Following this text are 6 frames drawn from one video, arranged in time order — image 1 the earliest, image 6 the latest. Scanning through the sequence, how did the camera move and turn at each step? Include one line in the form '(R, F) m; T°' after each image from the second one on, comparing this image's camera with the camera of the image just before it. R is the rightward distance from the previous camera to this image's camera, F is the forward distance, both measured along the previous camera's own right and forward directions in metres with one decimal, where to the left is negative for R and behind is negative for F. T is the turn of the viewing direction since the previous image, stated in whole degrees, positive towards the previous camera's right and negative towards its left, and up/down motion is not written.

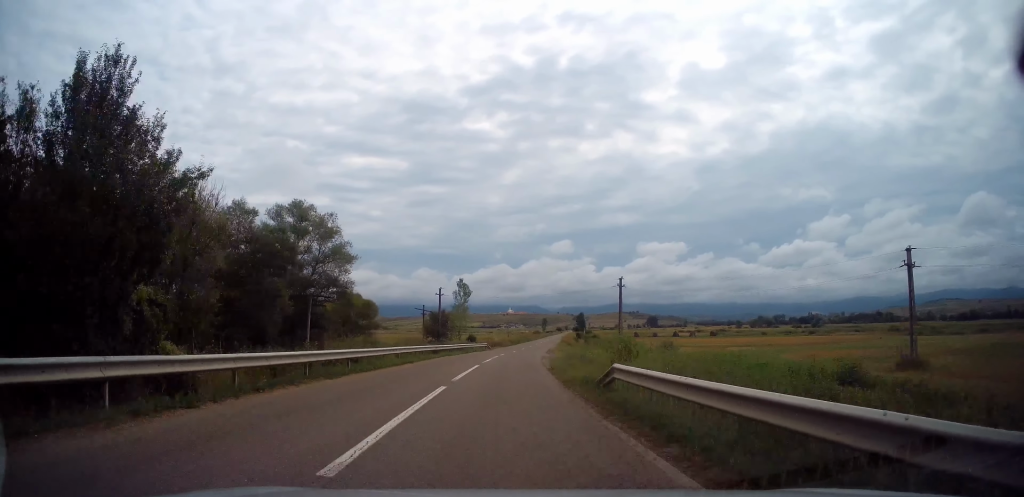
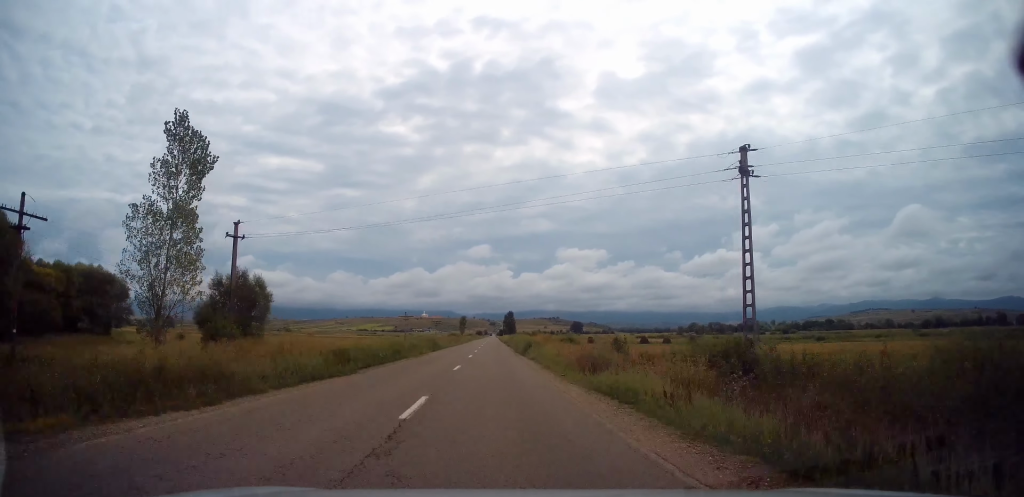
(+6.3, +68.2) m; +9°
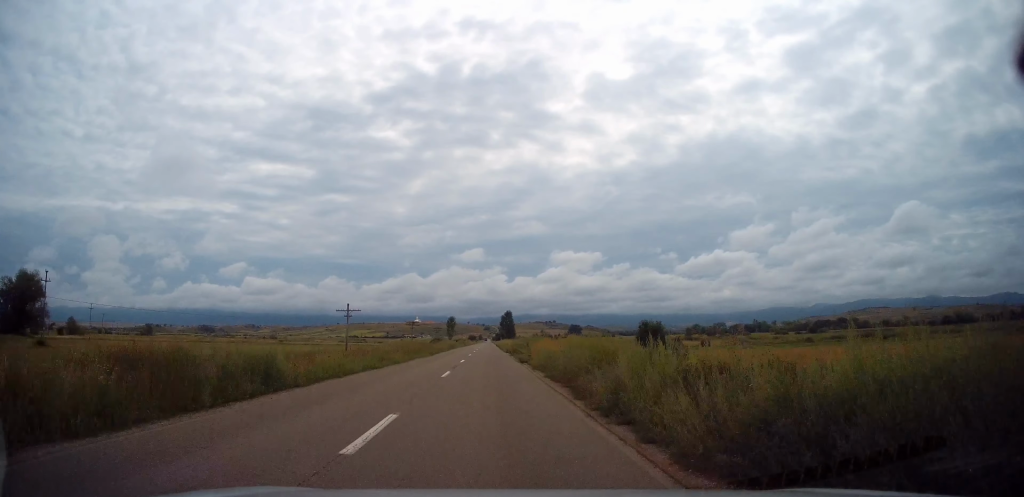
(+0.4, +37.5) m; +1°
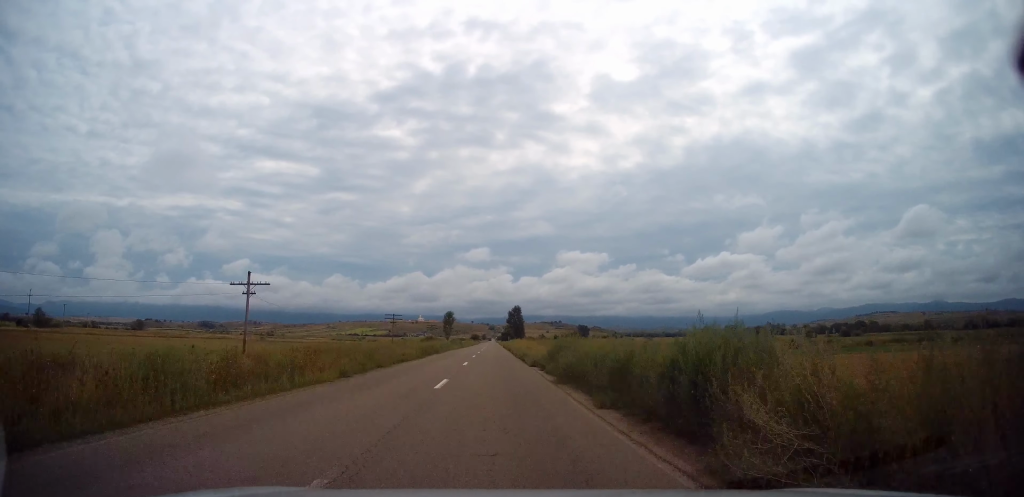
(0.0, +27.8) m; 0°
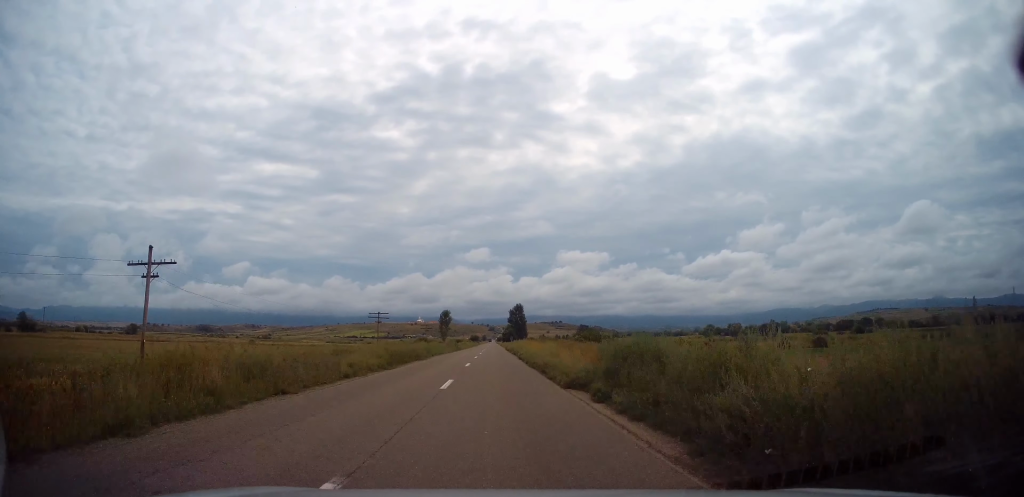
(0.0, +11.5) m; 0°
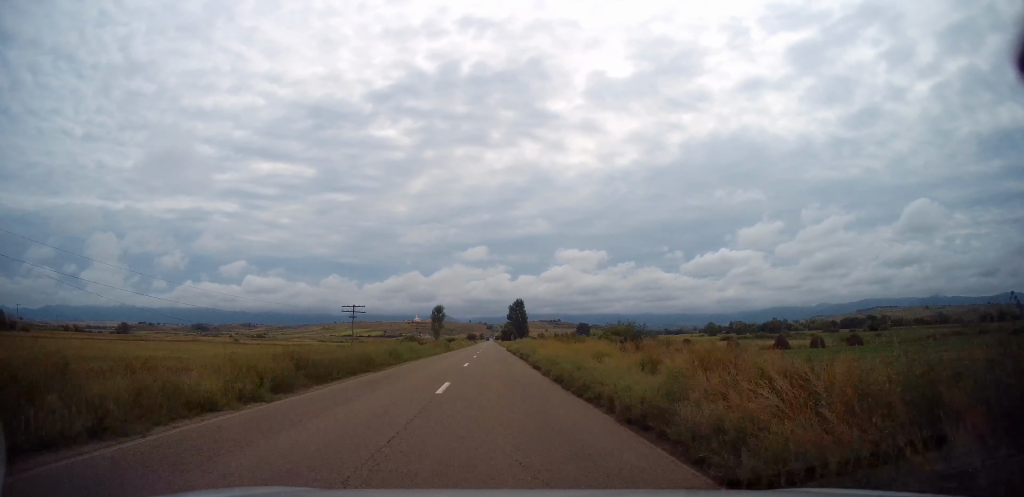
(0.0, +13.1) m; 0°
